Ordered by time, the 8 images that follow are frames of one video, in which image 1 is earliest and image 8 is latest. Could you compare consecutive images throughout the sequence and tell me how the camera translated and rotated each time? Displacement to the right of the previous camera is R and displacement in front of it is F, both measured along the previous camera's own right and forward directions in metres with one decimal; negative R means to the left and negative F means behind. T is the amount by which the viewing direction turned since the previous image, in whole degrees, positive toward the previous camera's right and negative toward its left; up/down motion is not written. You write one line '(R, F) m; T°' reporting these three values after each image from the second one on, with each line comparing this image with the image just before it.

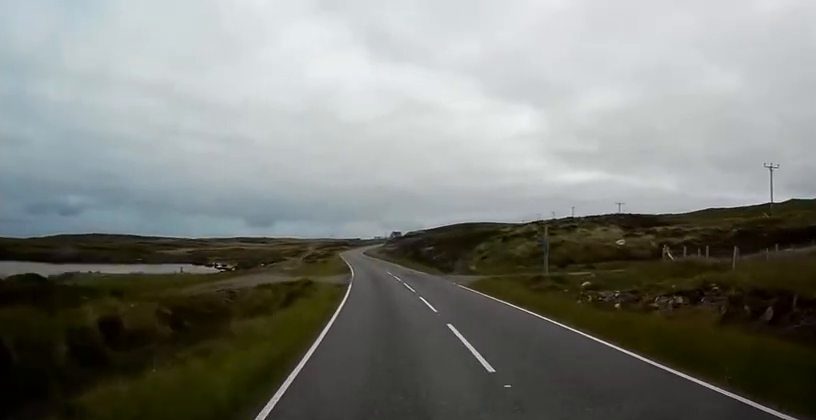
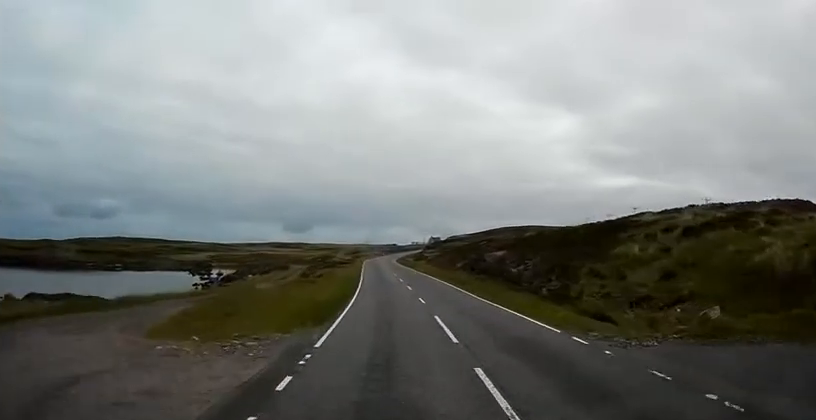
(0.0, +31.5) m; 0°
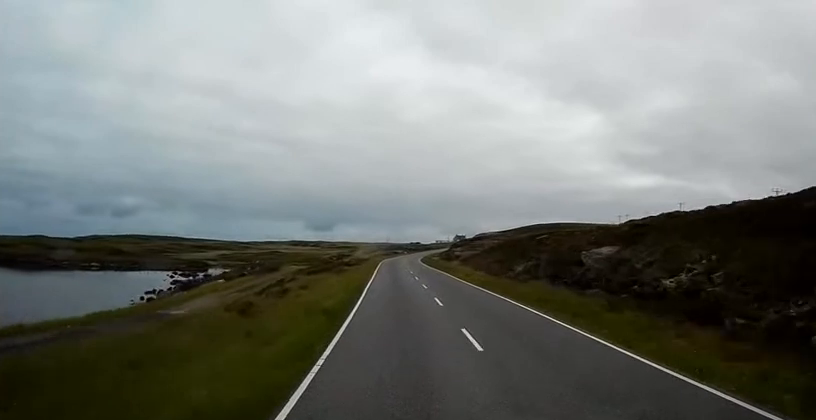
(-0.1, +20.9) m; -3°
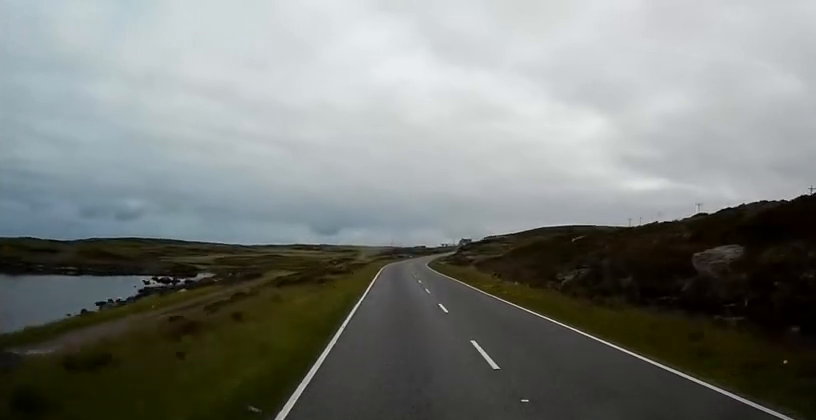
(-0.4, +10.9) m; -1°
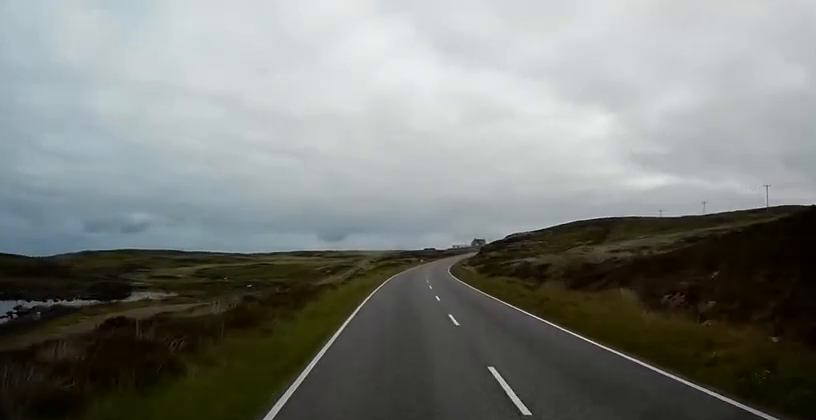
(-0.2, +39.1) m; 0°
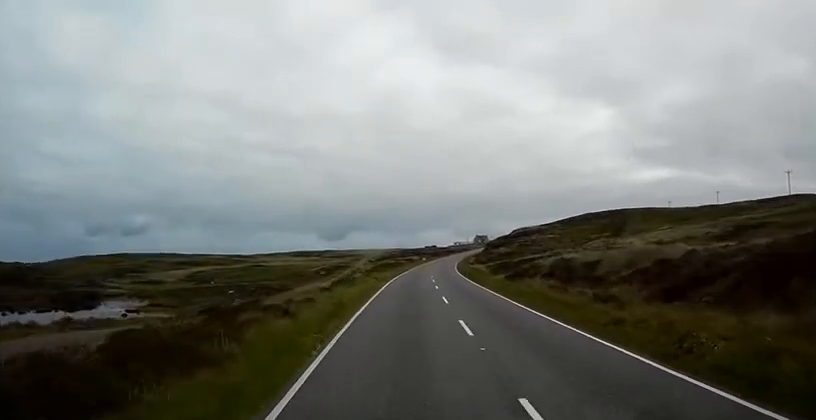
(0.0, +11.4) m; 0°
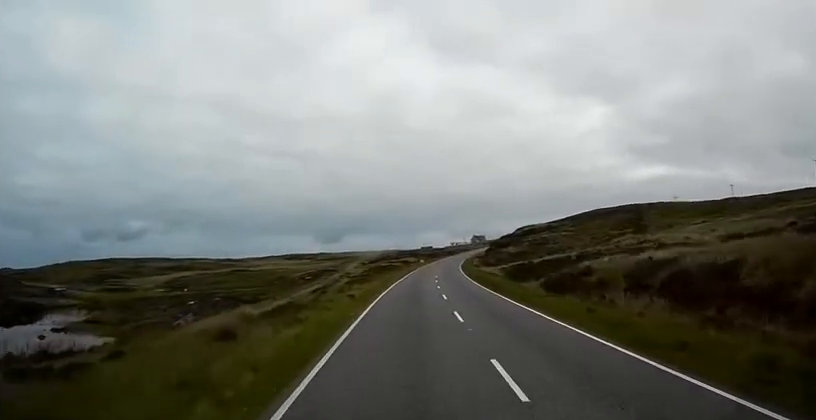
(0.0, +15.2) m; 0°
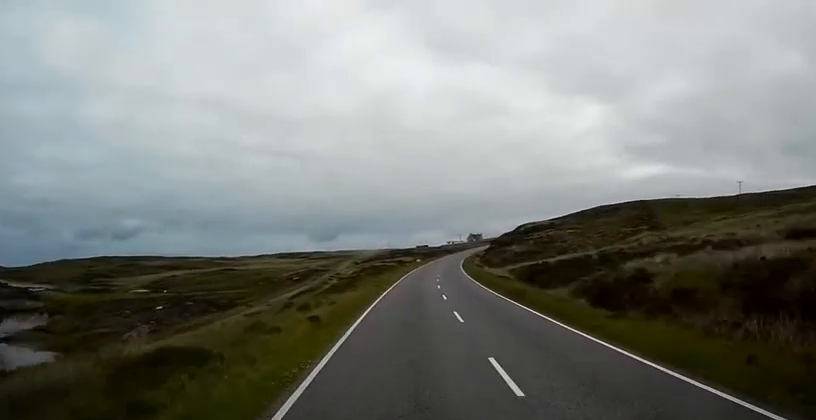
(0.0, +9.1) m; 0°
